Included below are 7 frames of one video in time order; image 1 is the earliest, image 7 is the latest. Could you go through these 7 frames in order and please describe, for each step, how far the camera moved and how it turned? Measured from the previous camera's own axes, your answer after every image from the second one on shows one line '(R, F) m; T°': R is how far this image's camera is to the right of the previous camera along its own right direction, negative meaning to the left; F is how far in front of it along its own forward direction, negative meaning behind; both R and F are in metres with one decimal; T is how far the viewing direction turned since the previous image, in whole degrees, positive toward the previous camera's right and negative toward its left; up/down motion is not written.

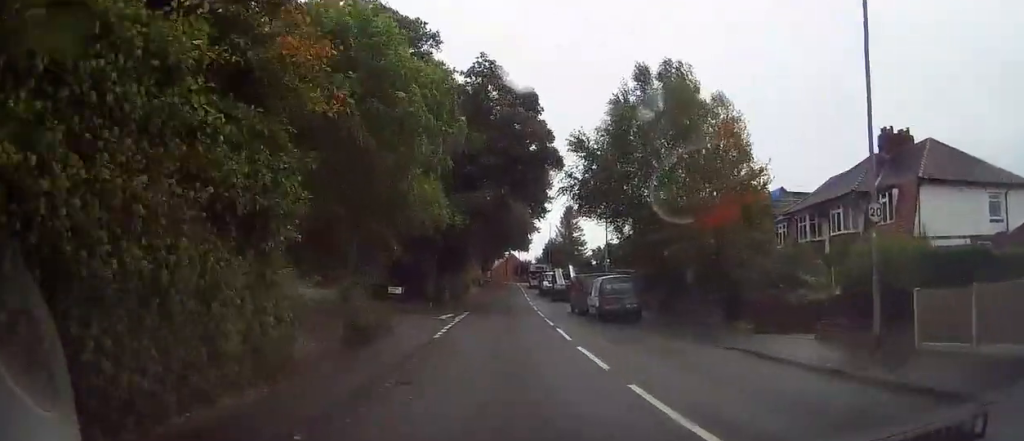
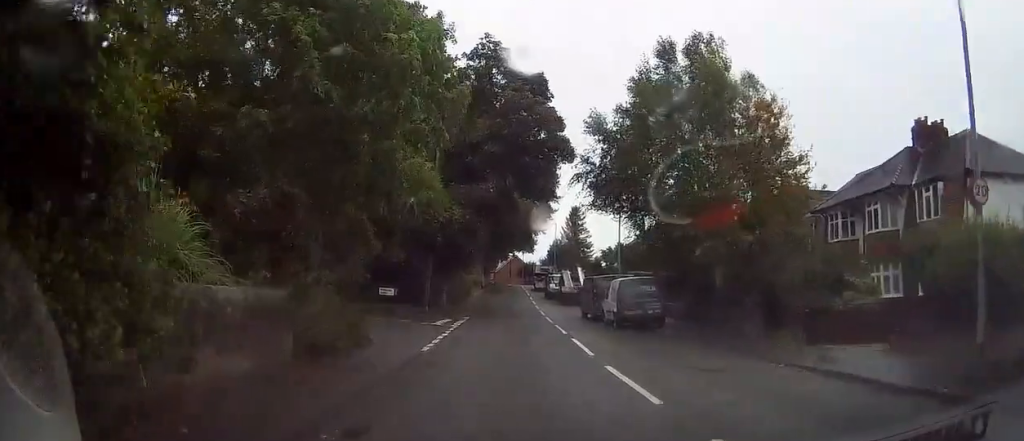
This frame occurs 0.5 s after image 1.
(-0.1, +3.2) m; -1°
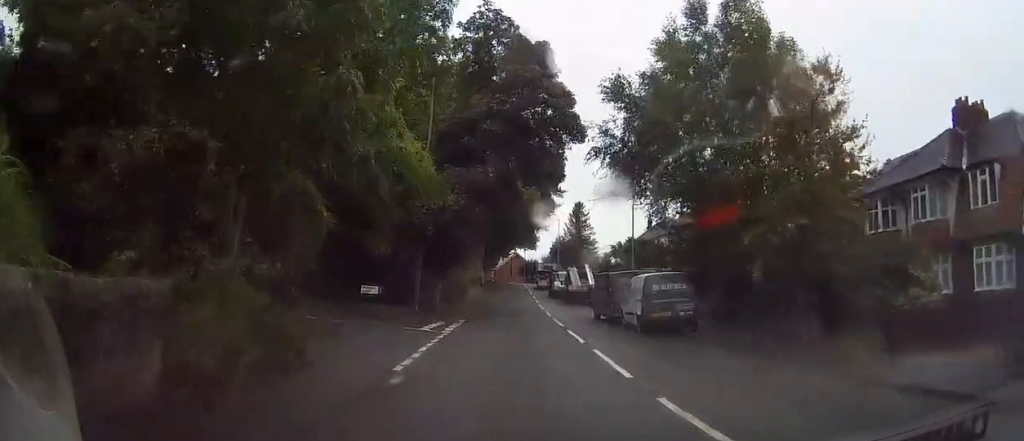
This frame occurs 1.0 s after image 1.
(0.0, +3.8) m; -1°
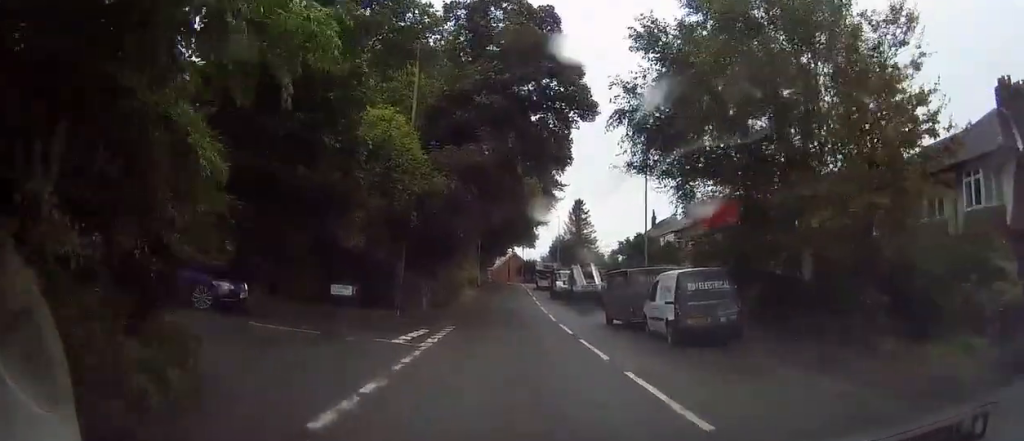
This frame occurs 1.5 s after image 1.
(+0.1, +3.8) m; -1°
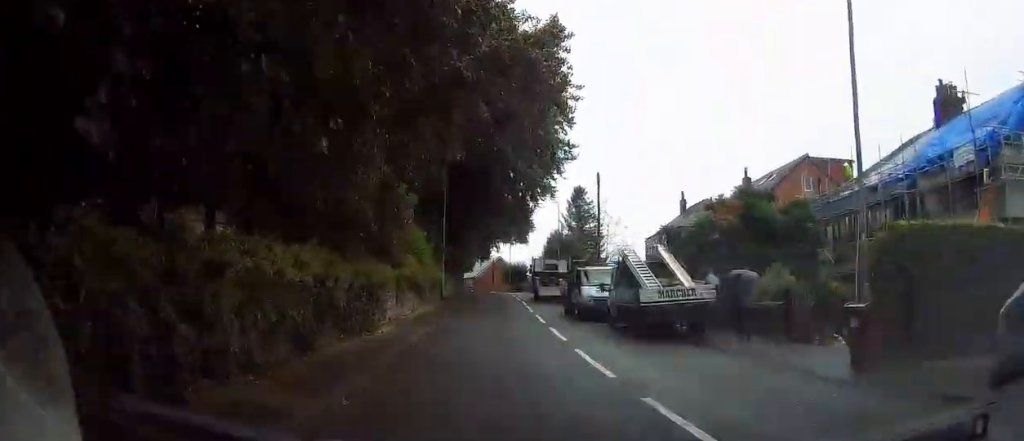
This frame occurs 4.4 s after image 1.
(-0.3, +21.3) m; +2°
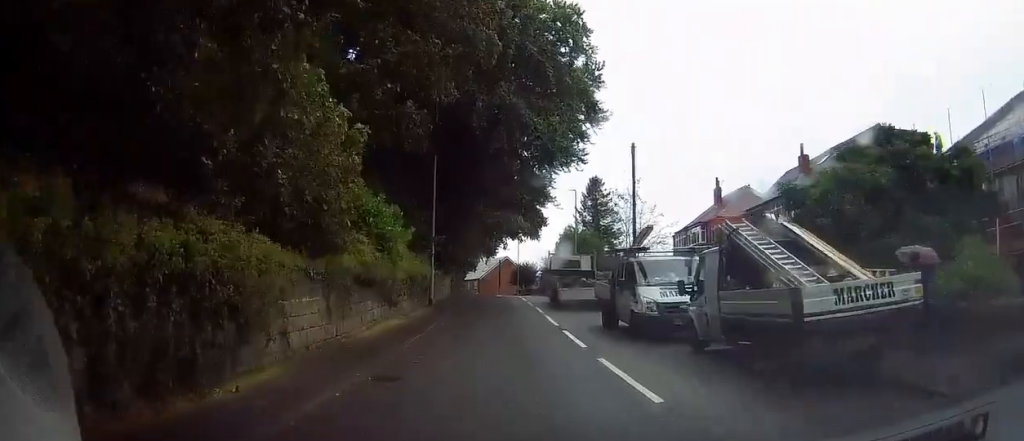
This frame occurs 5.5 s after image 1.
(+0.1, +8.7) m; +2°
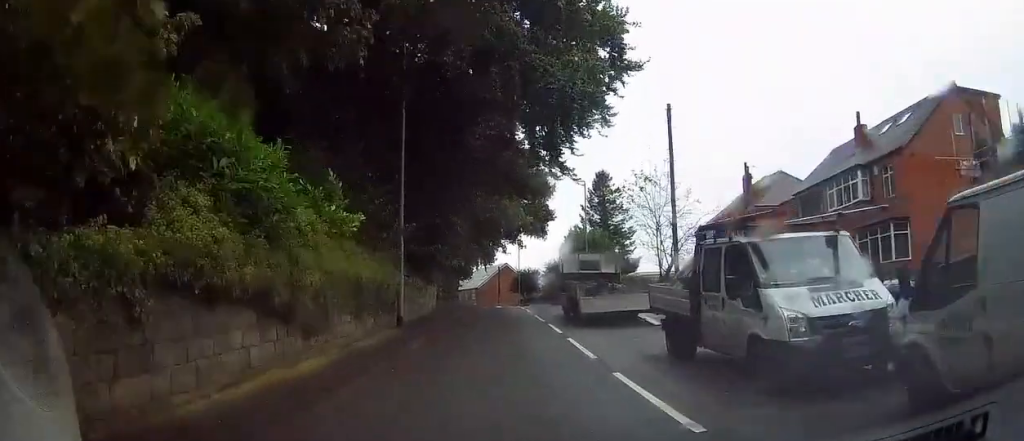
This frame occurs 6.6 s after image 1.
(+0.2, +7.8) m; -3°
